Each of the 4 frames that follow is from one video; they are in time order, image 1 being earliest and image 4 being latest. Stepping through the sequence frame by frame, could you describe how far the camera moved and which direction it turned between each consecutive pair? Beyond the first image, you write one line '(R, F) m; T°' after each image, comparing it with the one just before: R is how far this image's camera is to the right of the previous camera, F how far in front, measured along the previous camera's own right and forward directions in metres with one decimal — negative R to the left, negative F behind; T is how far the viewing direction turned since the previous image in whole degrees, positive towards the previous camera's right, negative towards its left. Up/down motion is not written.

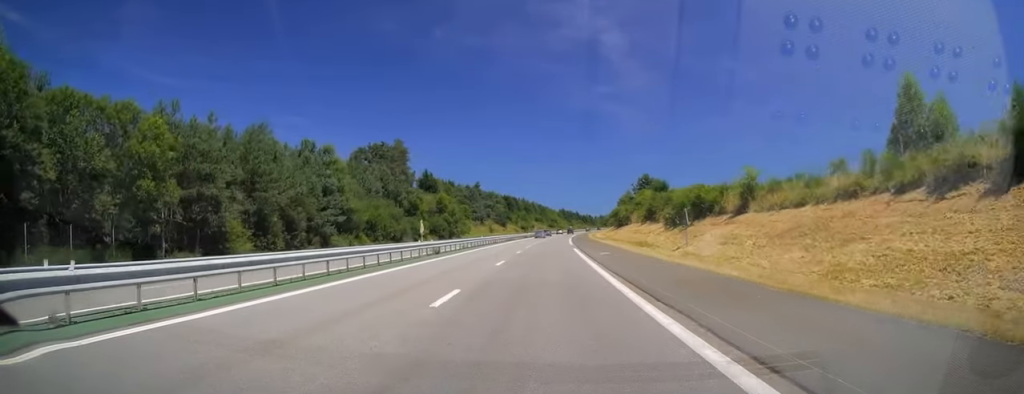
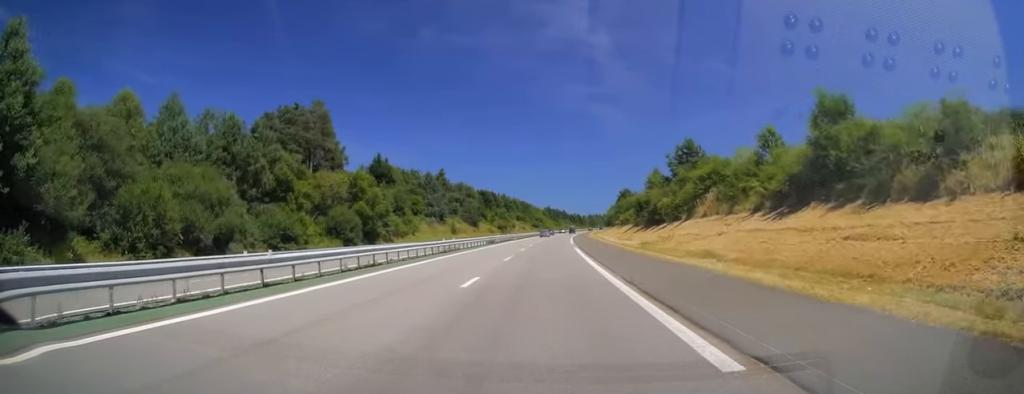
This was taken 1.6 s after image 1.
(+0.6, +48.7) m; +2°
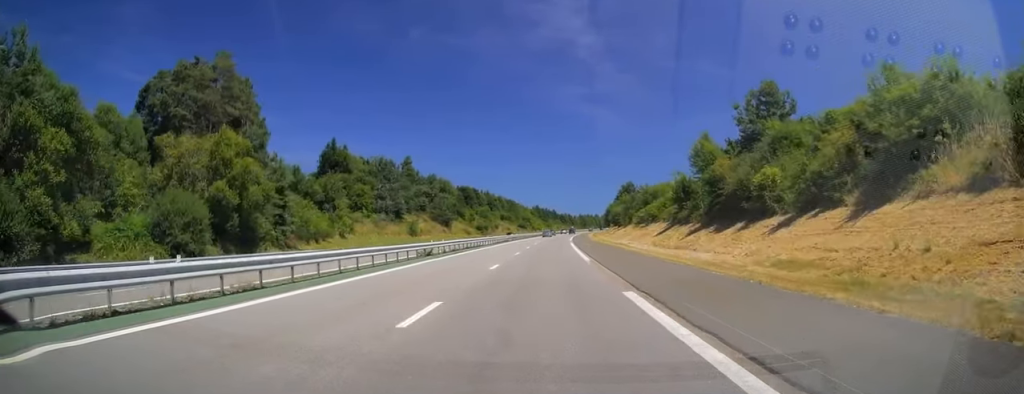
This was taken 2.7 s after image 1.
(+0.6, +31.9) m; +2°
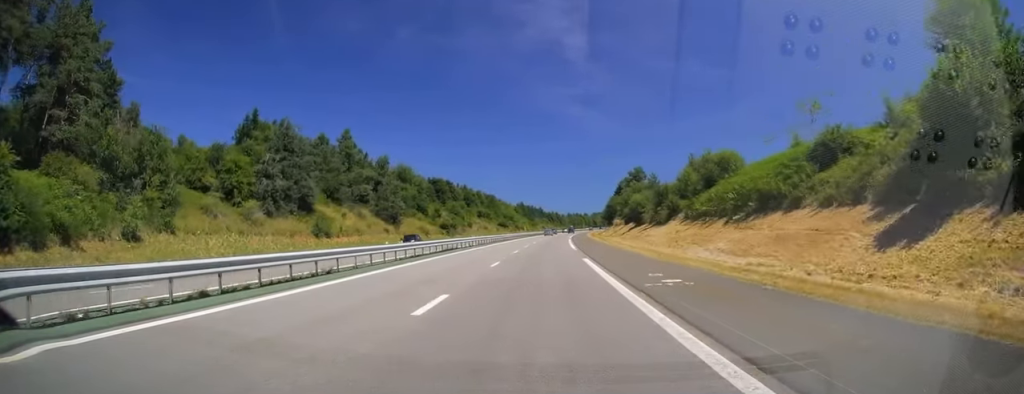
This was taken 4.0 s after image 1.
(+0.4, +37.8) m; +1°
